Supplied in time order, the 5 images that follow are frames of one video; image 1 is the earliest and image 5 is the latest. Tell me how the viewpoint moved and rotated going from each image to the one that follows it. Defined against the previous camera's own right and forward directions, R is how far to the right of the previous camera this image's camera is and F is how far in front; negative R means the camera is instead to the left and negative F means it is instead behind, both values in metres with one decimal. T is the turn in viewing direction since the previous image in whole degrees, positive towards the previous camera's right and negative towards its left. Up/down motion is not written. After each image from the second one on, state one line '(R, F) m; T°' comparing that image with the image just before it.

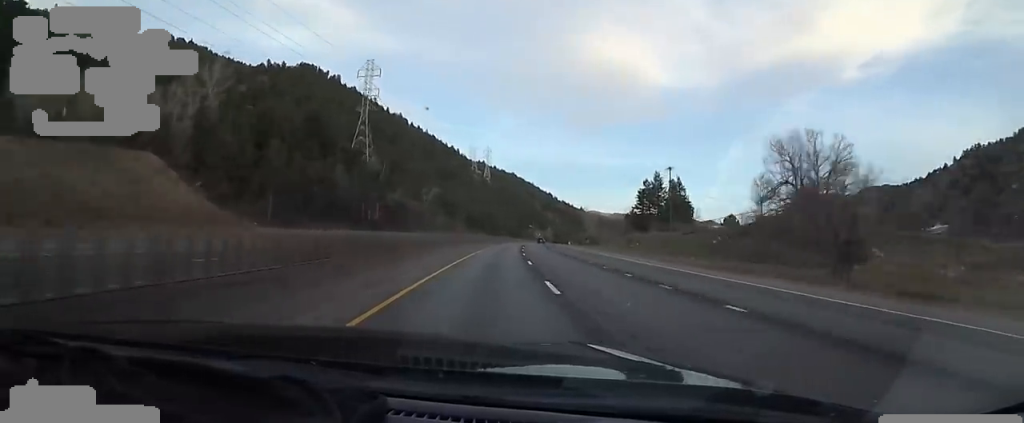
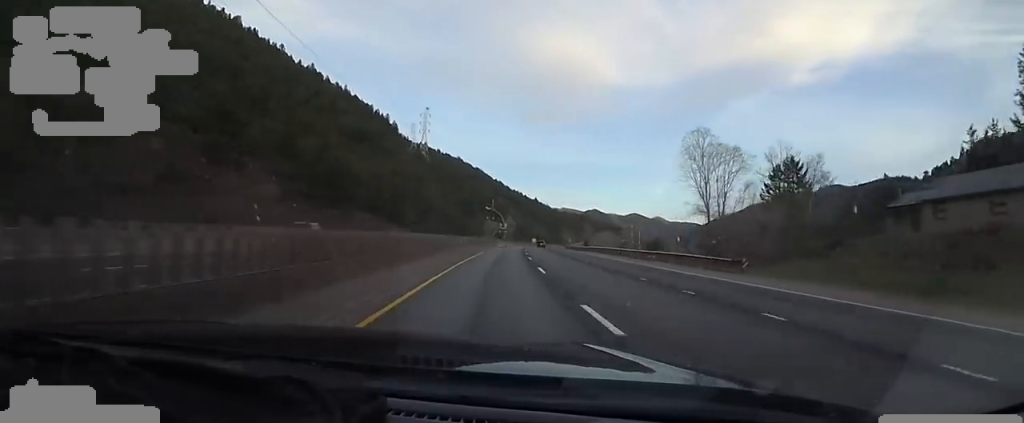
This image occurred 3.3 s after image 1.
(+4.0, +99.5) m; +6°
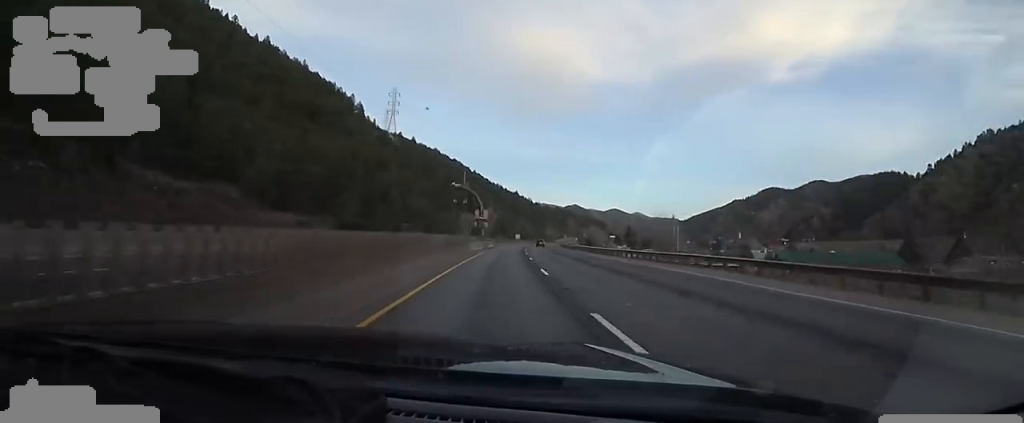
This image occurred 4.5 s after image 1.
(-0.1, +37.1) m; +1°
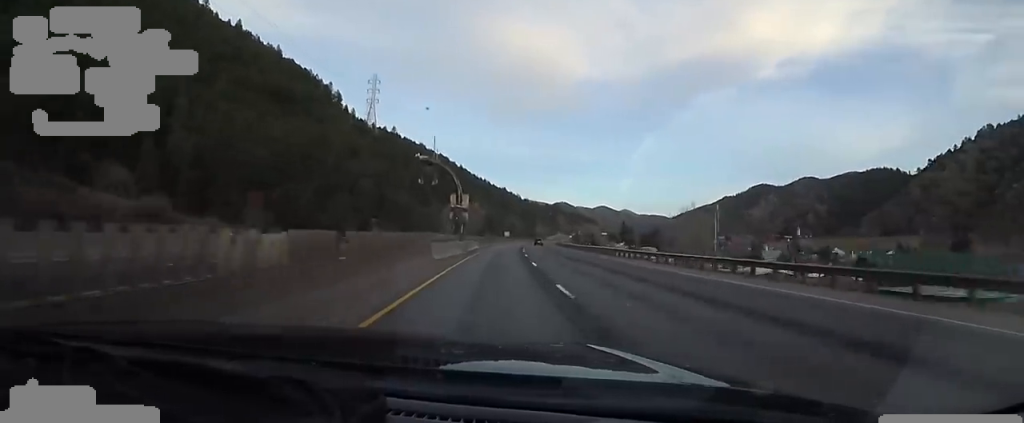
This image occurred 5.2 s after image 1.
(-0.2, +19.0) m; +2°
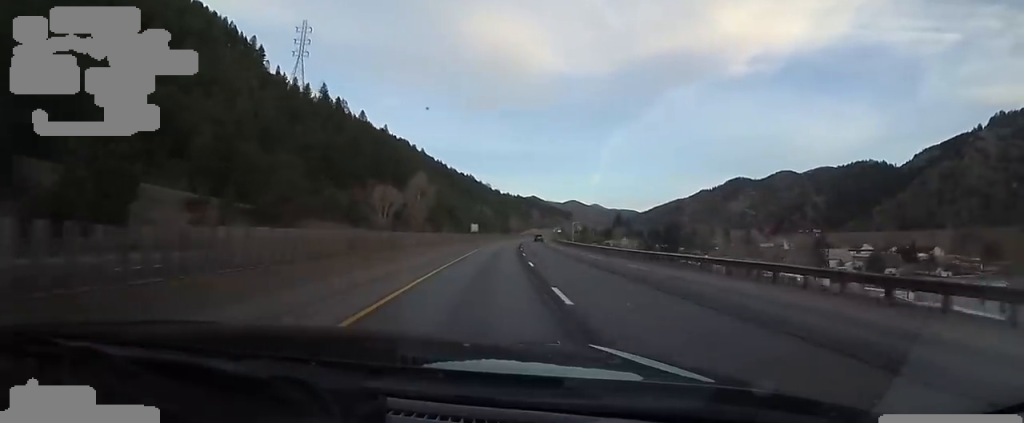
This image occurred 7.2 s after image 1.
(+3.0, +60.9) m; +6°
